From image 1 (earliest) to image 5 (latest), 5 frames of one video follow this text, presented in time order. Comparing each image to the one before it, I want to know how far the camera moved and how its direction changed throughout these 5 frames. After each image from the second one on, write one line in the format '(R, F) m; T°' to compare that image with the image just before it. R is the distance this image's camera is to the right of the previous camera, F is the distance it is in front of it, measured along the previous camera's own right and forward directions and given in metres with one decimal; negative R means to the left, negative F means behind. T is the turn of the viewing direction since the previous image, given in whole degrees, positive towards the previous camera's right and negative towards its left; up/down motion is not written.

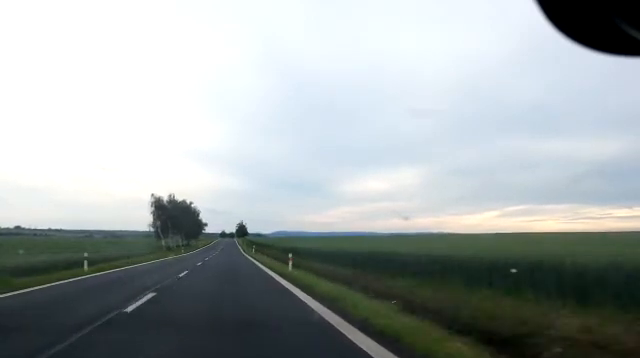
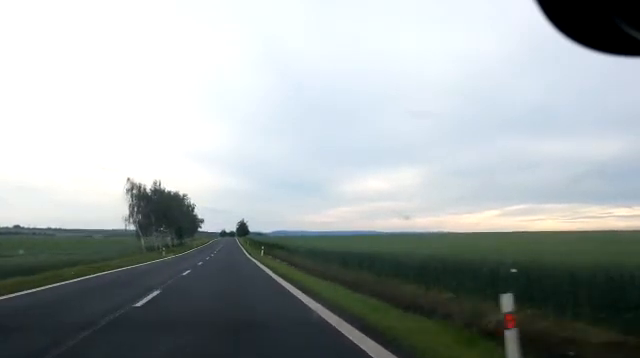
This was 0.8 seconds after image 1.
(+0.2, +16.9) m; 0°
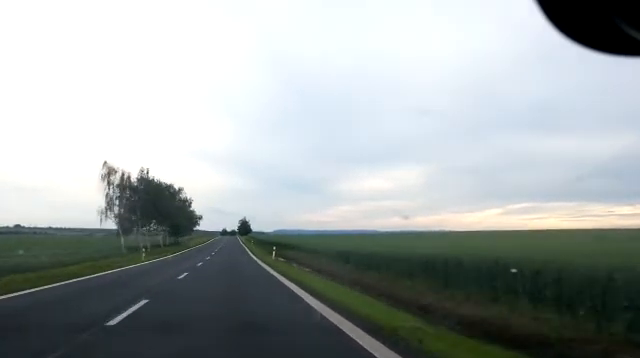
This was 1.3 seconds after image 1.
(+0.2, +11.1) m; 0°
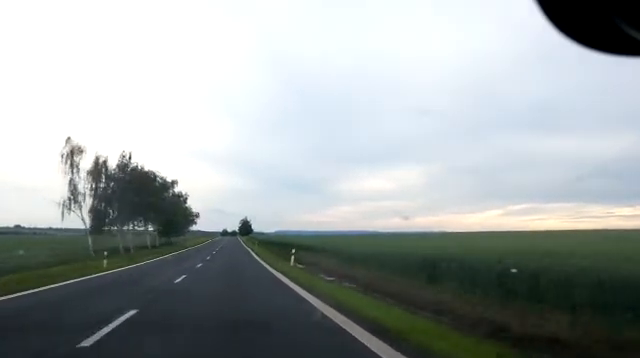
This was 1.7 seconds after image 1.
(-0.1, +10.3) m; 0°
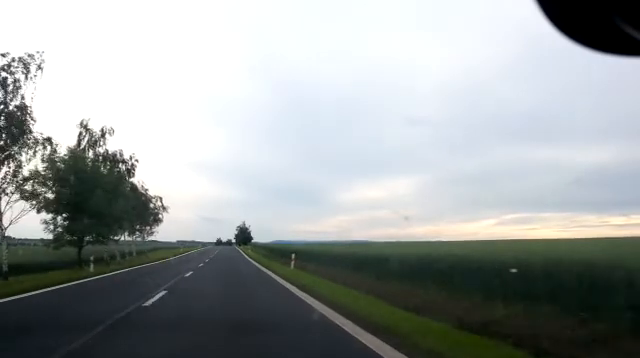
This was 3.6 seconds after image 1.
(+0.3, +40.7) m; +1°
